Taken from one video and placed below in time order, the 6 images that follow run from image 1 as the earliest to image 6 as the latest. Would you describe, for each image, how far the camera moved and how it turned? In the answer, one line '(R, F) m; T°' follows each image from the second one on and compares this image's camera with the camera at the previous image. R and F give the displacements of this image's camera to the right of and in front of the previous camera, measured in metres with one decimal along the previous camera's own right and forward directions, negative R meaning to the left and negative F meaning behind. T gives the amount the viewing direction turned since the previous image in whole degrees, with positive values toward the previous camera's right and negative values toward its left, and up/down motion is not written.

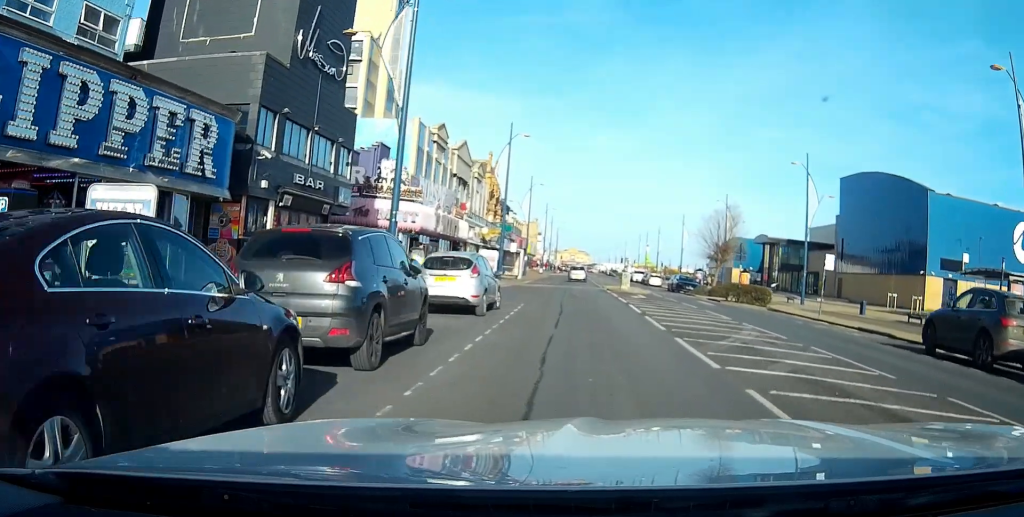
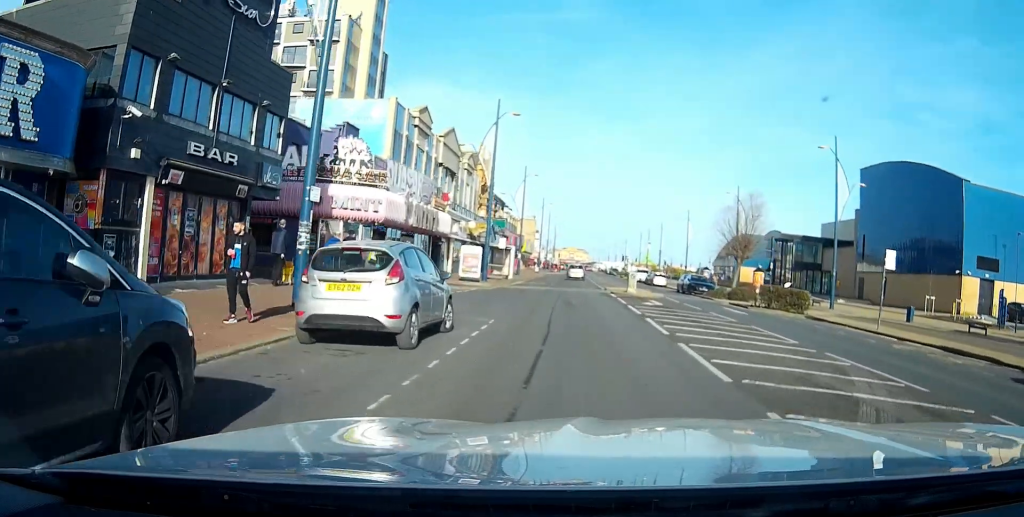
(+0.1, +6.7) m; 0°
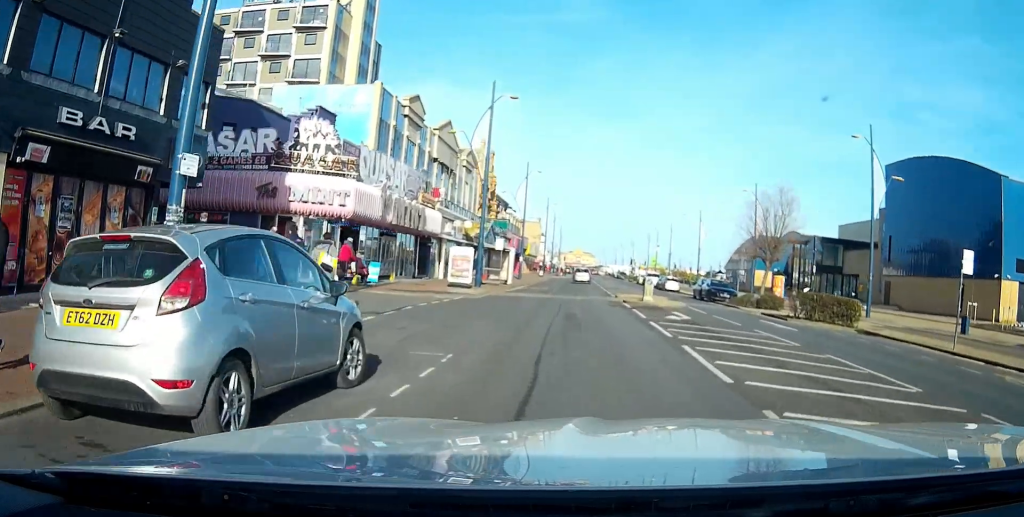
(0.0, +5.2) m; 0°
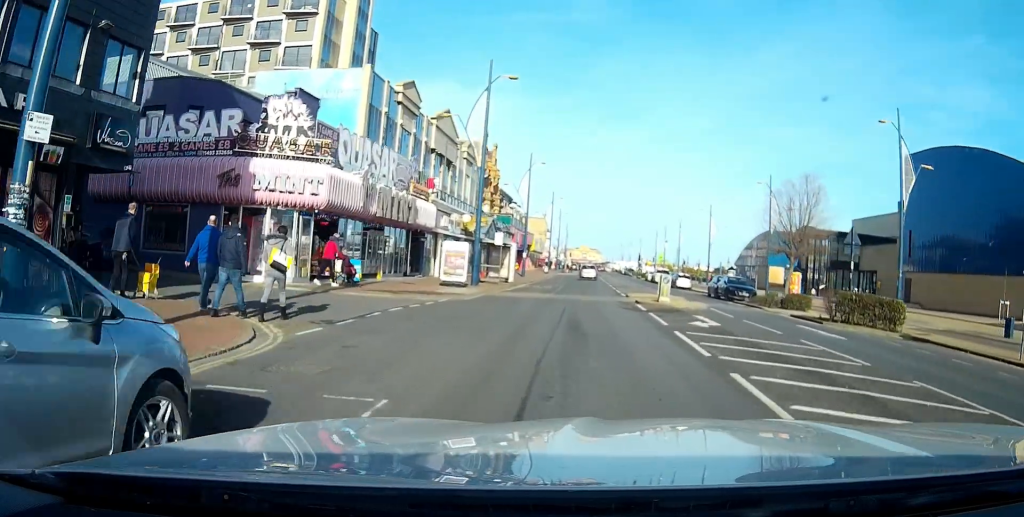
(0.0, +3.4) m; 0°
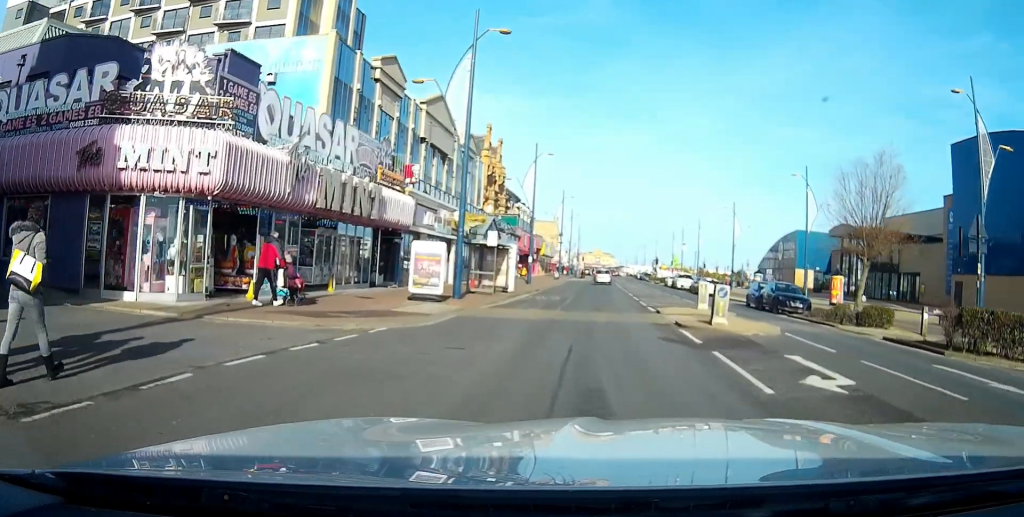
(0.0, +8.0) m; 0°
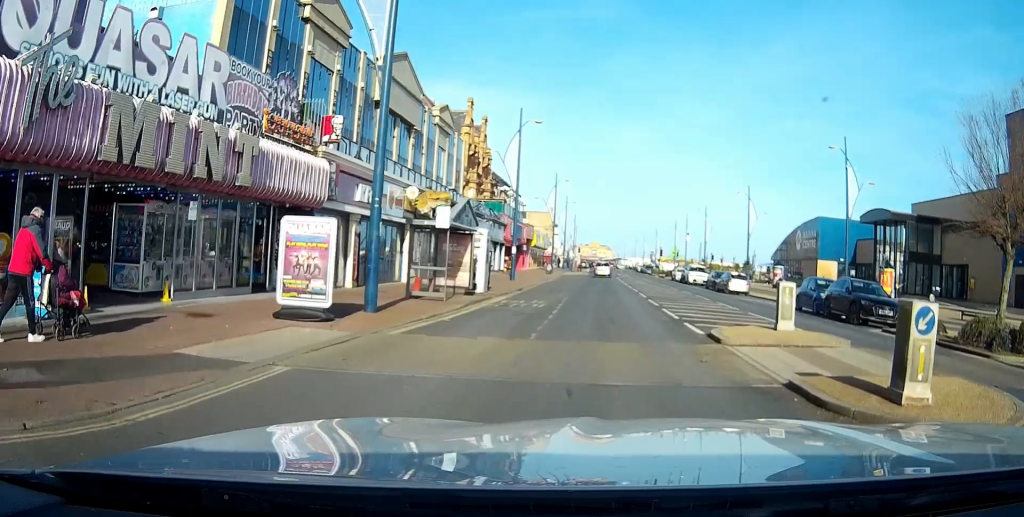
(+0.1, +10.9) m; 0°
